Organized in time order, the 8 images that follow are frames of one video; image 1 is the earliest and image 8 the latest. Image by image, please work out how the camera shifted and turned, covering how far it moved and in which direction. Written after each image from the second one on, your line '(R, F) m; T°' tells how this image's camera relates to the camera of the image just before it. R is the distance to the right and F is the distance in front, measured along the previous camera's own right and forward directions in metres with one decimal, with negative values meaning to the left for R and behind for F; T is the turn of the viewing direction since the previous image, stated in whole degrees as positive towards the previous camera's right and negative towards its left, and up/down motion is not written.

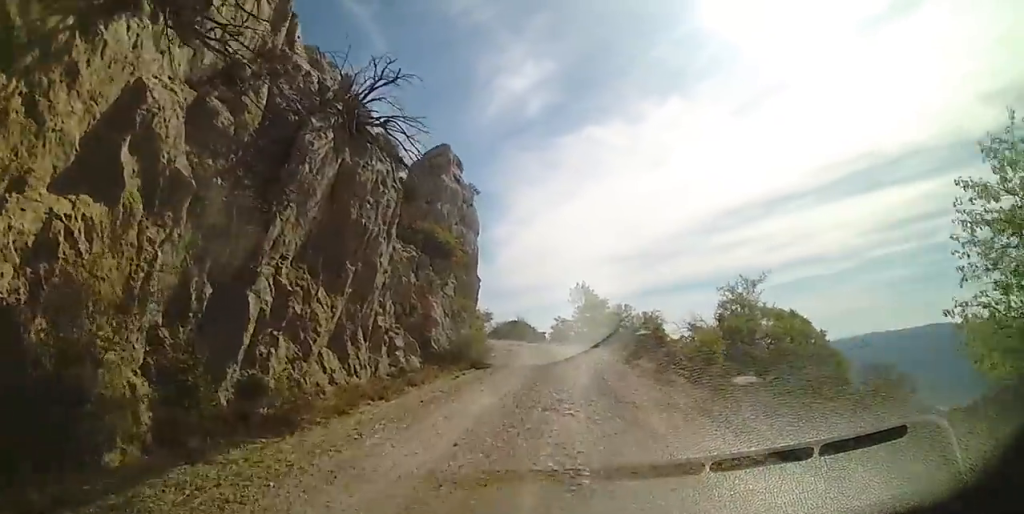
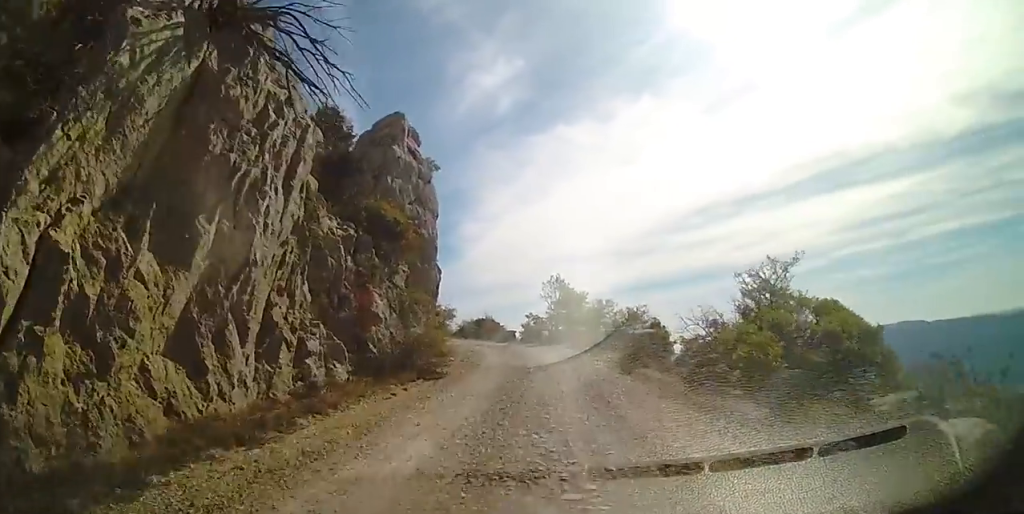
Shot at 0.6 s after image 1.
(+0.6, +4.5) m; +4°
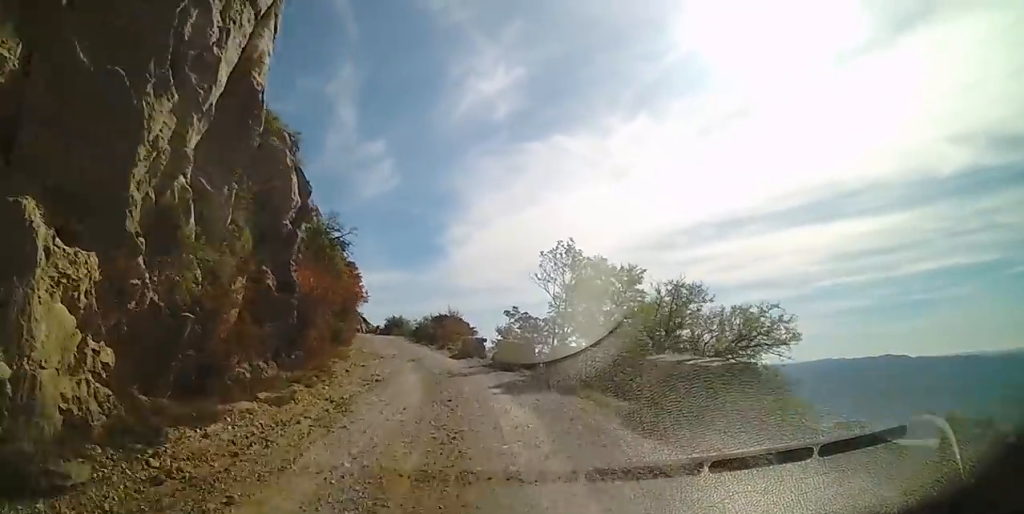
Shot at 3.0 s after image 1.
(+0.9, +18.5) m; +1°
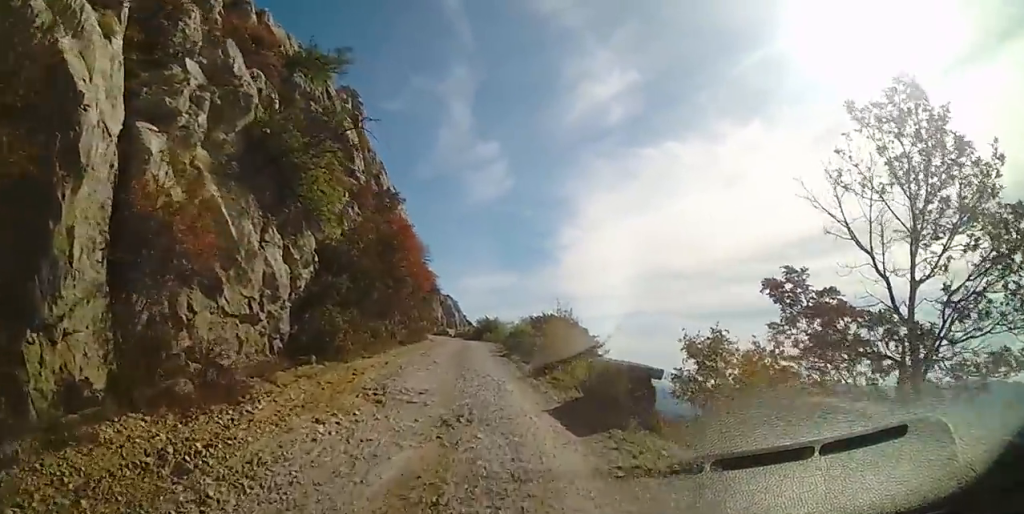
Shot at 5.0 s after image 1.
(-1.5, +14.3) m; -9°
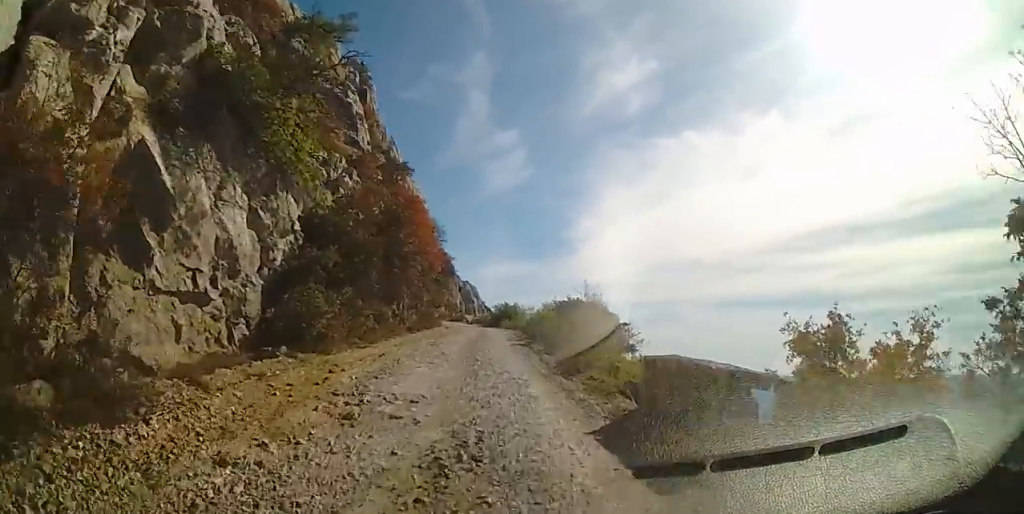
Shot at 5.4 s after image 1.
(0.0, +2.8) m; -2°
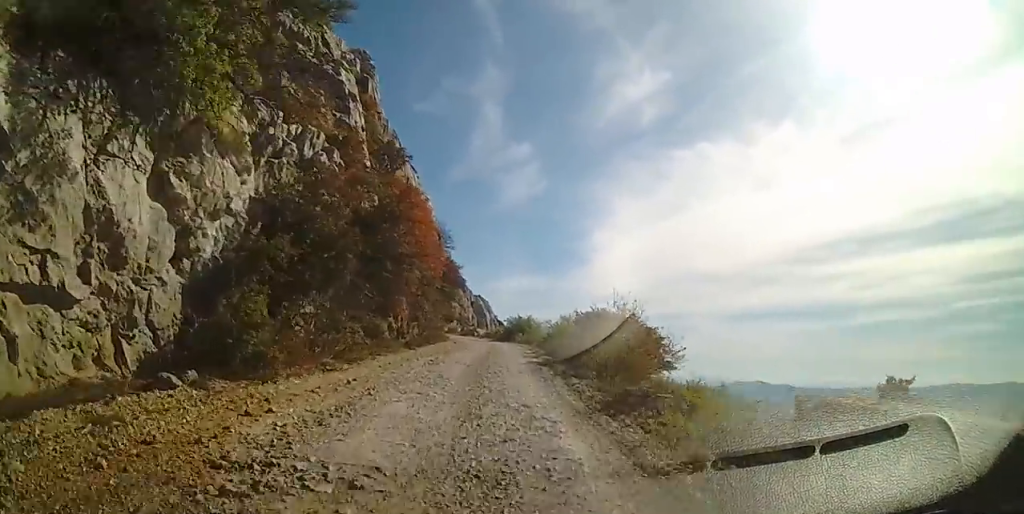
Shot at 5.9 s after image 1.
(+0.1, +3.5) m; -3°
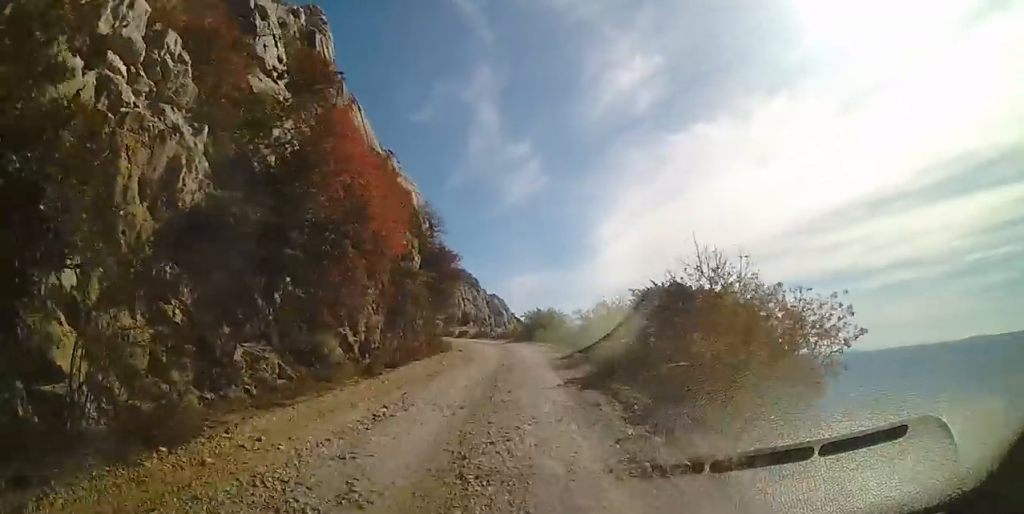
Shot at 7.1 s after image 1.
(-0.6, +8.1) m; -4°
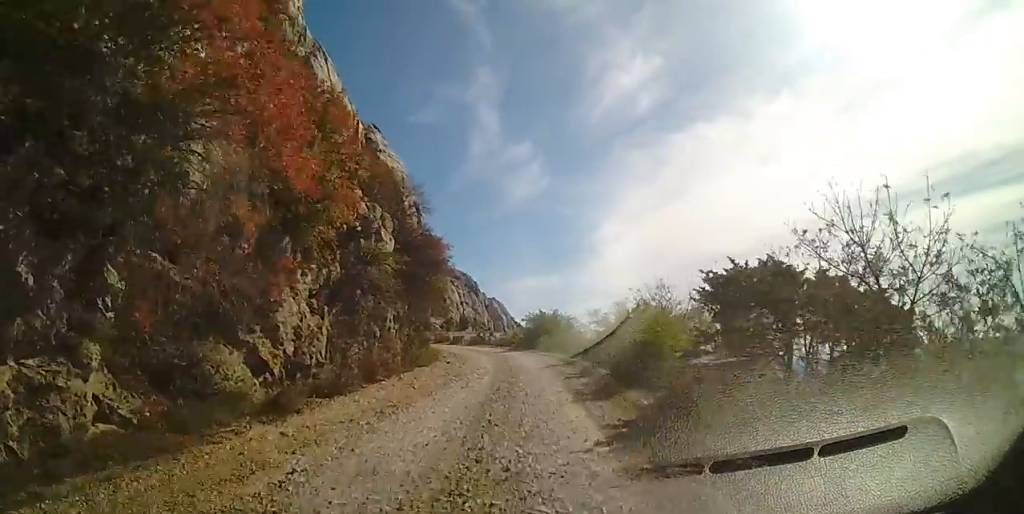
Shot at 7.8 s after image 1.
(+0.1, +5.4) m; +1°
